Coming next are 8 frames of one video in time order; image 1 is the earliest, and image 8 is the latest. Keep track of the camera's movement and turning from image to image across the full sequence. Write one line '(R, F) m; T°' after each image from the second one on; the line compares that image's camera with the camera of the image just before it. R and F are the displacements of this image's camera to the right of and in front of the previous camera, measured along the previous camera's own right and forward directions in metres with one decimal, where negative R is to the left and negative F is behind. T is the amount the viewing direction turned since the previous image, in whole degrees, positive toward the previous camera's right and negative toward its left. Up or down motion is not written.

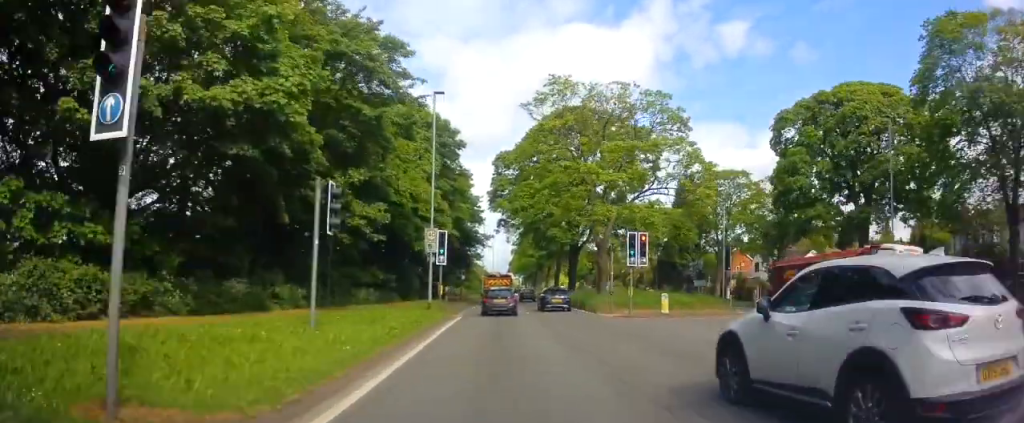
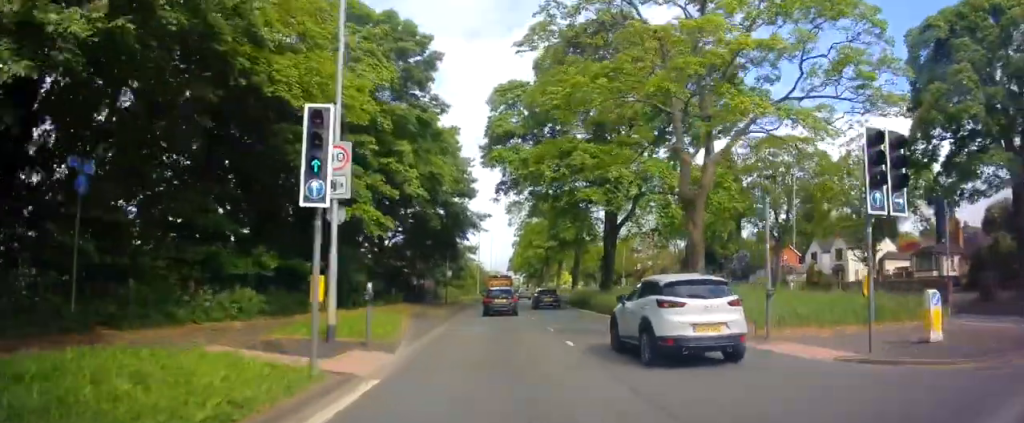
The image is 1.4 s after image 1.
(+0.1, +18.9) m; -1°
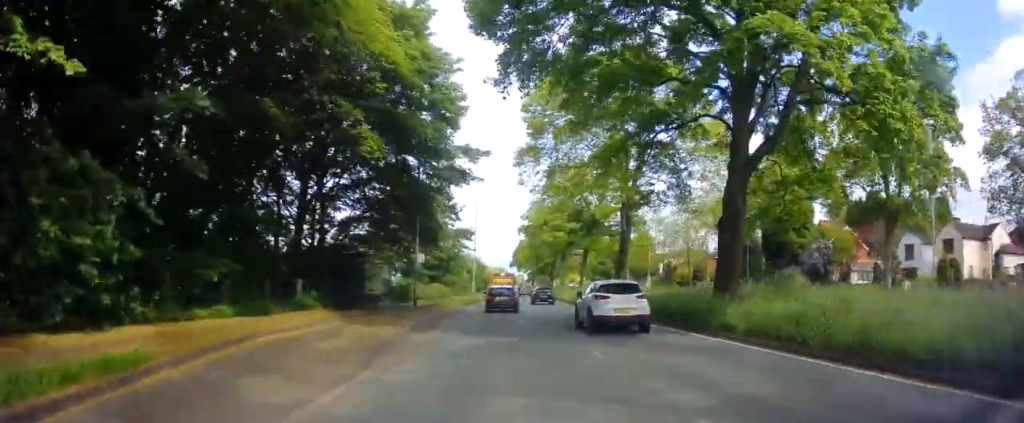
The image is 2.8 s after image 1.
(-0.2, +21.0) m; 0°
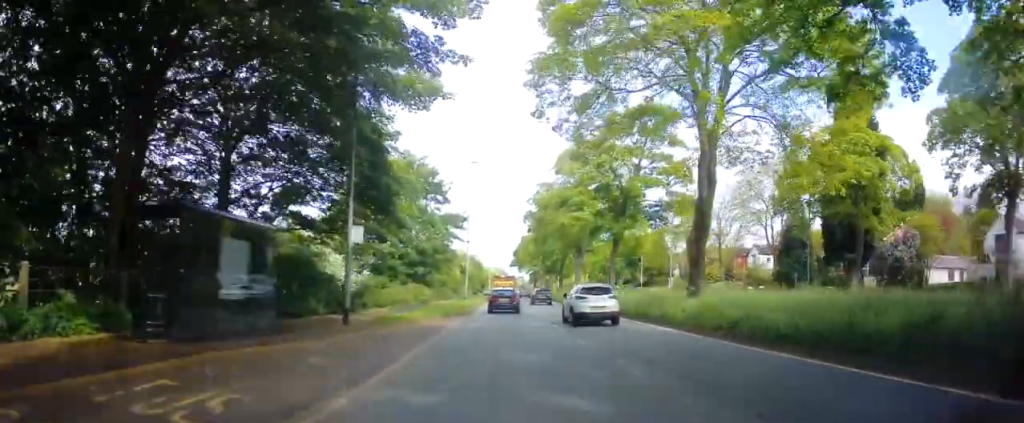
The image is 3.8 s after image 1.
(+0.2, +14.9) m; -1°
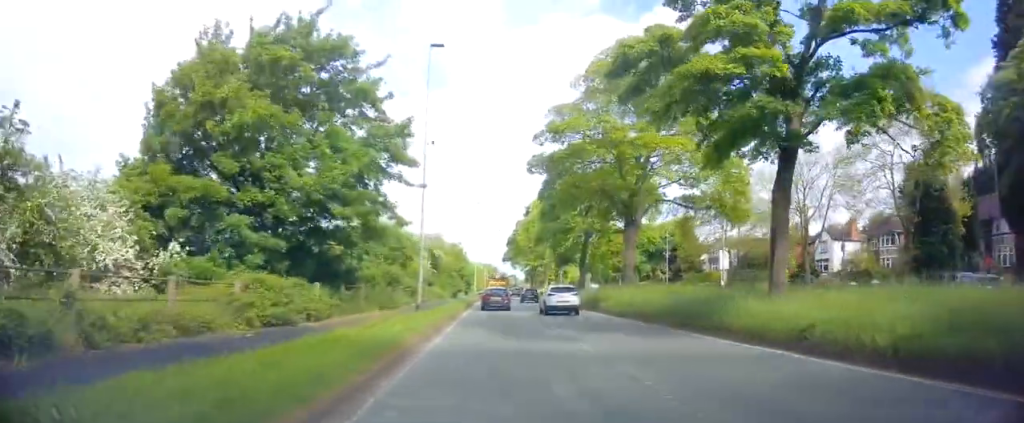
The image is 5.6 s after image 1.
(-0.5, +26.2) m; 0°
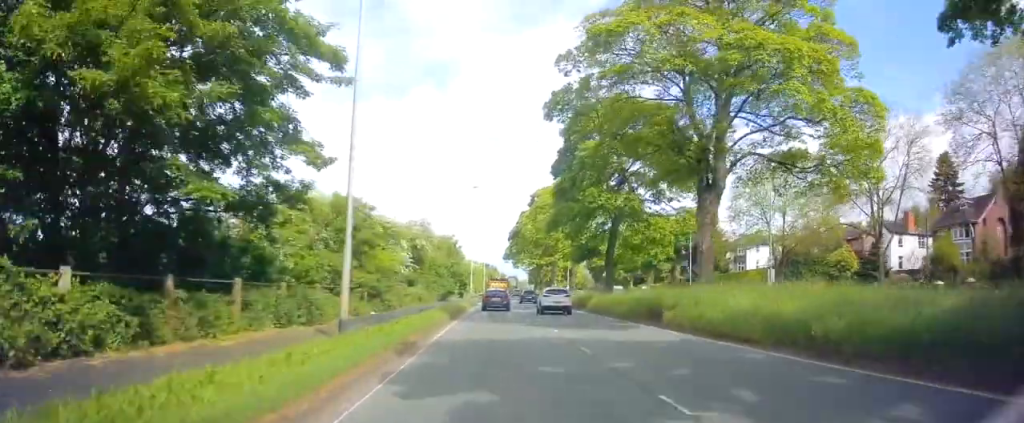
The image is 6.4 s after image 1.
(+0.2, +12.4) m; +1°
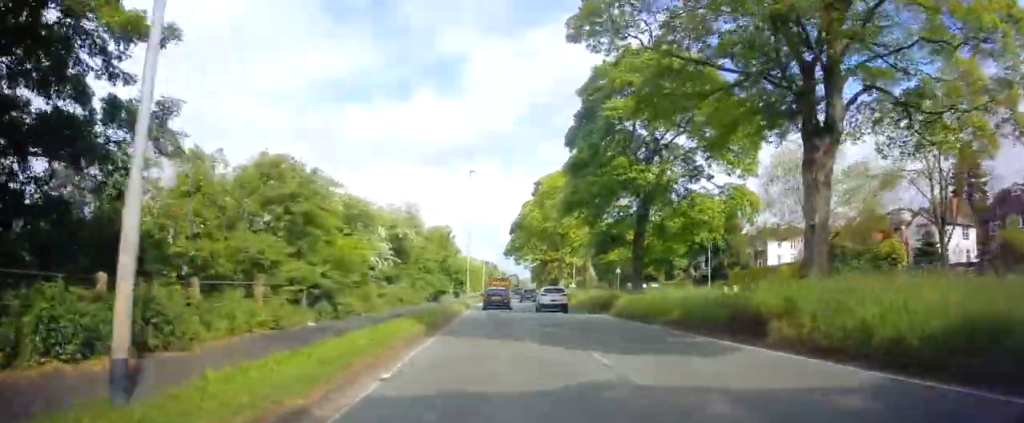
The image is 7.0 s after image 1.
(+0.1, +7.9) m; 0°
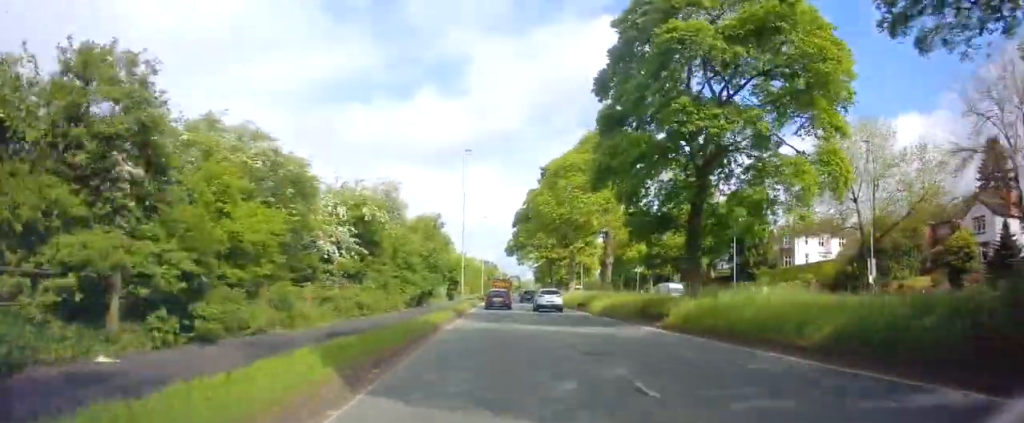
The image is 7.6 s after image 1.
(-0.1, +9.0) m; 0°
